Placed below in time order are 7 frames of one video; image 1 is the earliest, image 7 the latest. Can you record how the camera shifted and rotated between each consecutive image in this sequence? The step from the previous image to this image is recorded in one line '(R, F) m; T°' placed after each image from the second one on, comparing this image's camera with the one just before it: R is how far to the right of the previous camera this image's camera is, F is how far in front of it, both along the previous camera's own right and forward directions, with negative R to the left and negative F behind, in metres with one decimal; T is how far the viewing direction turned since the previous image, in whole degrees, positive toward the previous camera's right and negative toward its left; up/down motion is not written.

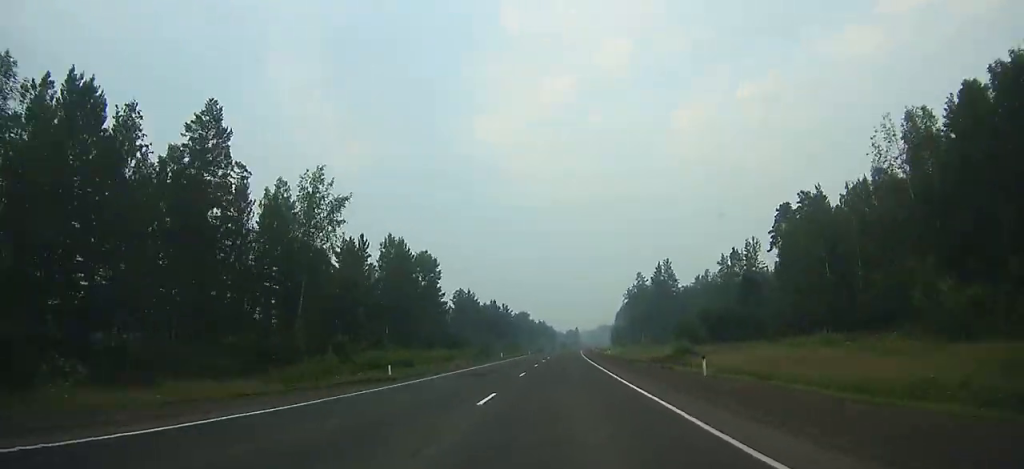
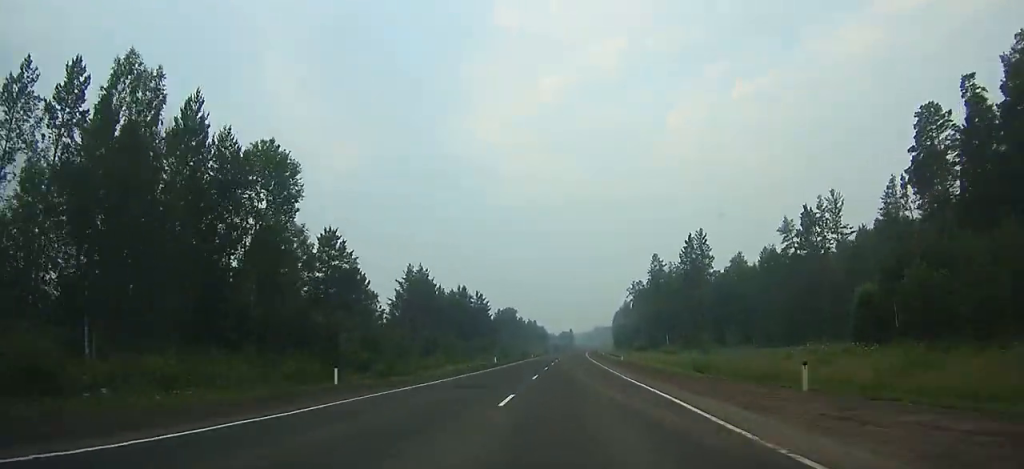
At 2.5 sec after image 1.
(+0.6, +58.3) m; +2°
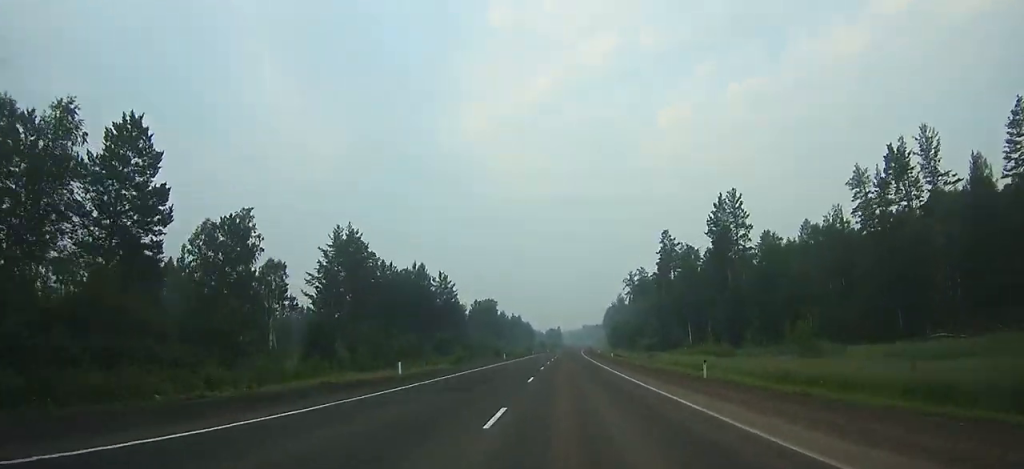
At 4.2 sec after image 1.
(+0.4, +39.0) m; +1°
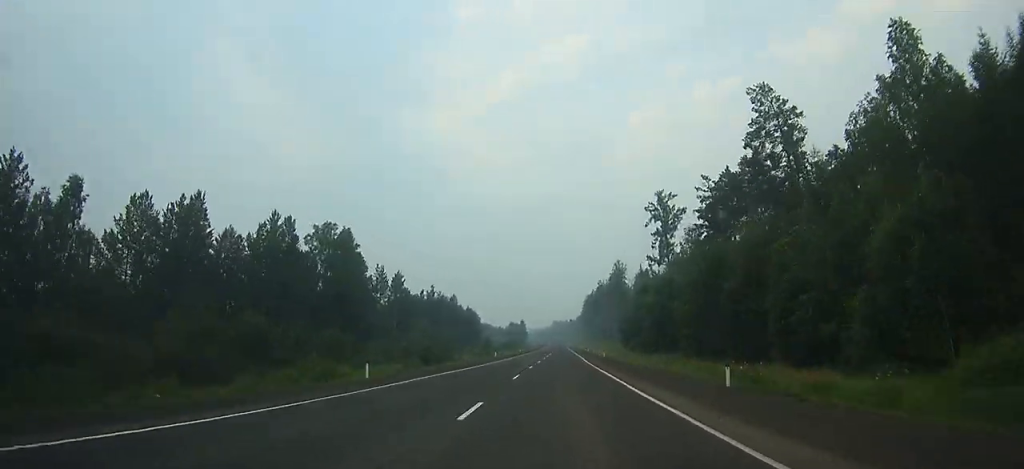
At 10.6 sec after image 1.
(-0.7, +155.7) m; 0°
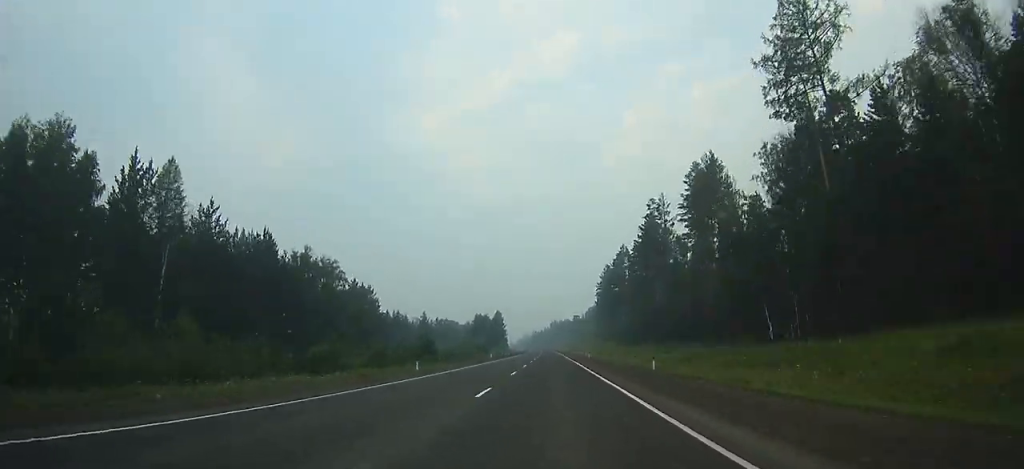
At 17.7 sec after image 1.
(+5.7, +193.0) m; +1°
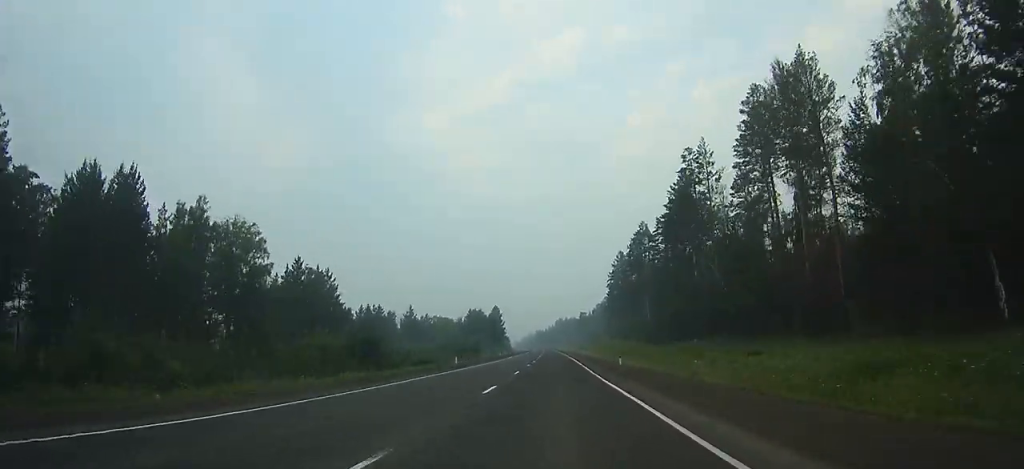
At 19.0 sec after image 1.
(0.0, +35.0) m; 0°
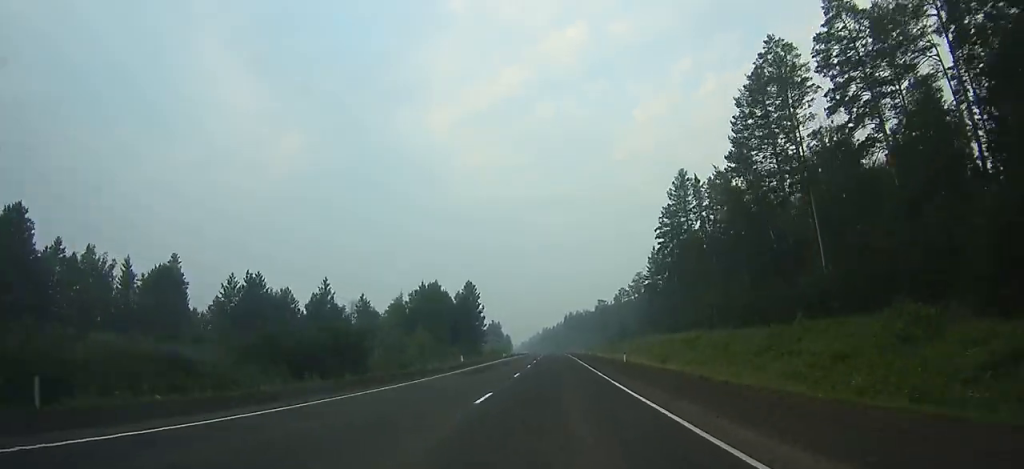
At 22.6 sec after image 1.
(-1.0, +95.5) m; -1°
